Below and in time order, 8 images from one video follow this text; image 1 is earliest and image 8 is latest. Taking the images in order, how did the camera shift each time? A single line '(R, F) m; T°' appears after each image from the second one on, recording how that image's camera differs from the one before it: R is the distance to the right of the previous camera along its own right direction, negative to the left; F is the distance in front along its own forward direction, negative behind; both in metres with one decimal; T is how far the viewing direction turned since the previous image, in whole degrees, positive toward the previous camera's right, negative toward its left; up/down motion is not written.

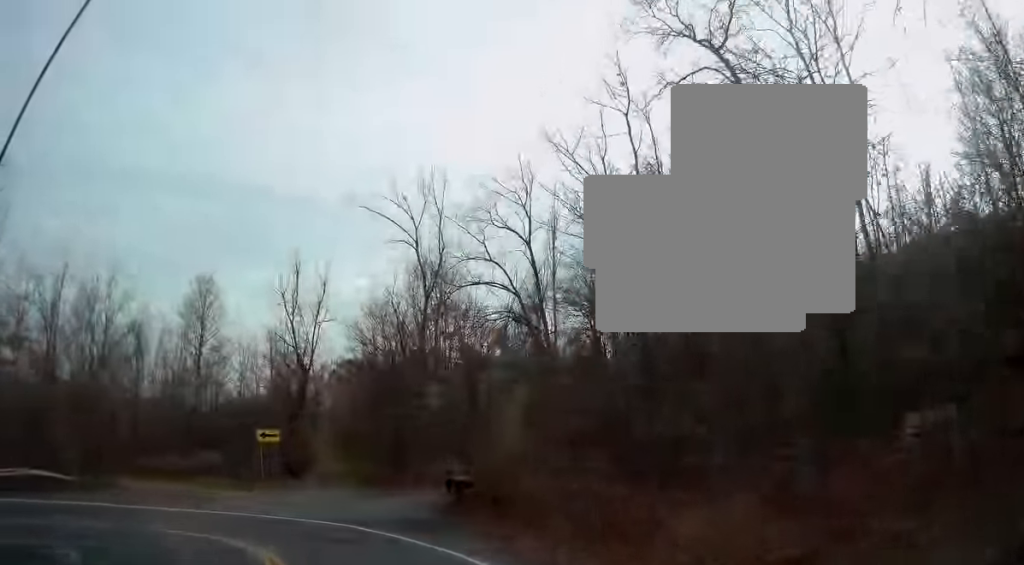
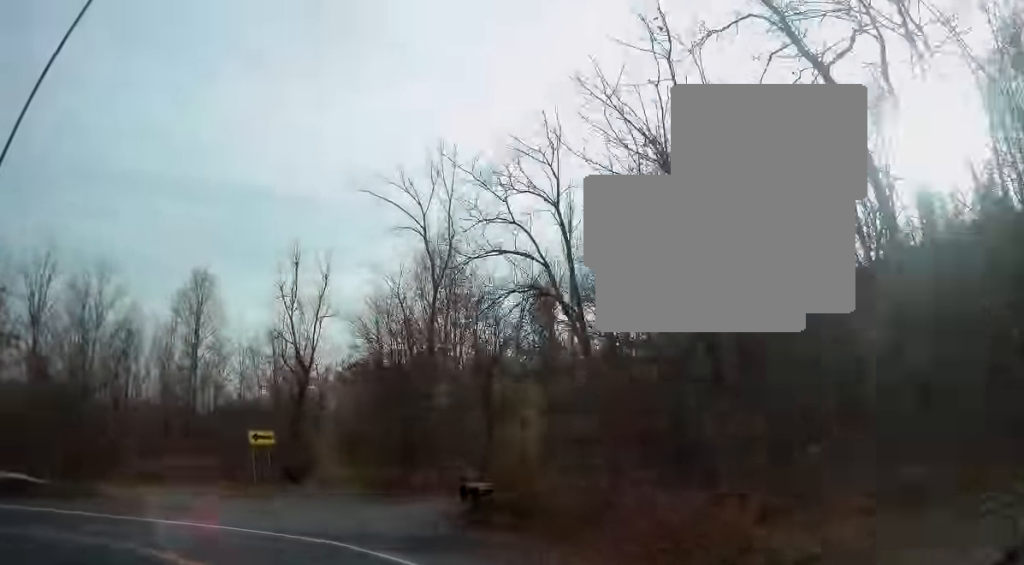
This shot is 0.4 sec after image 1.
(0.0, +3.6) m; 0°
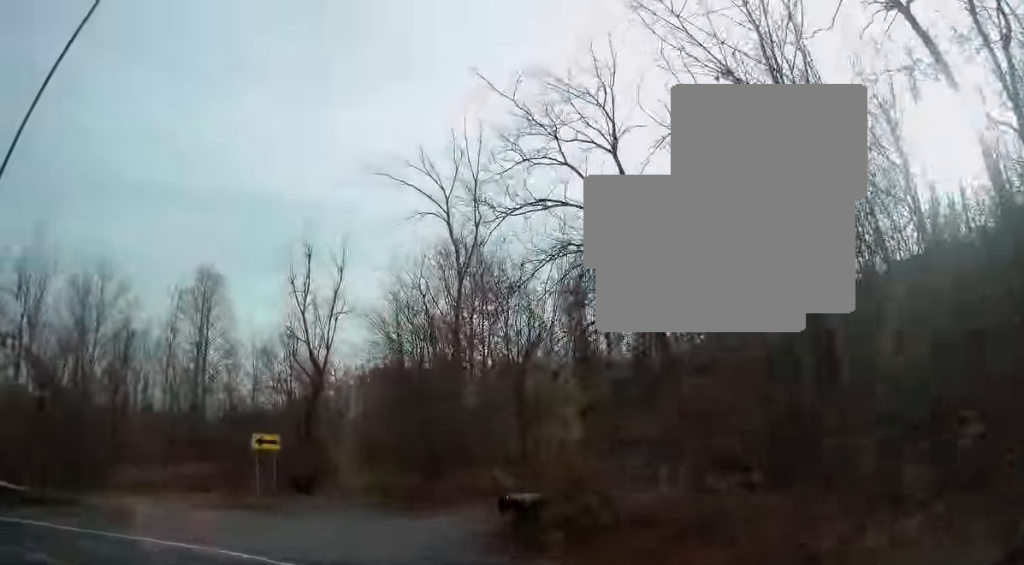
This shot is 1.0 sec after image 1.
(0.0, +3.7) m; -2°
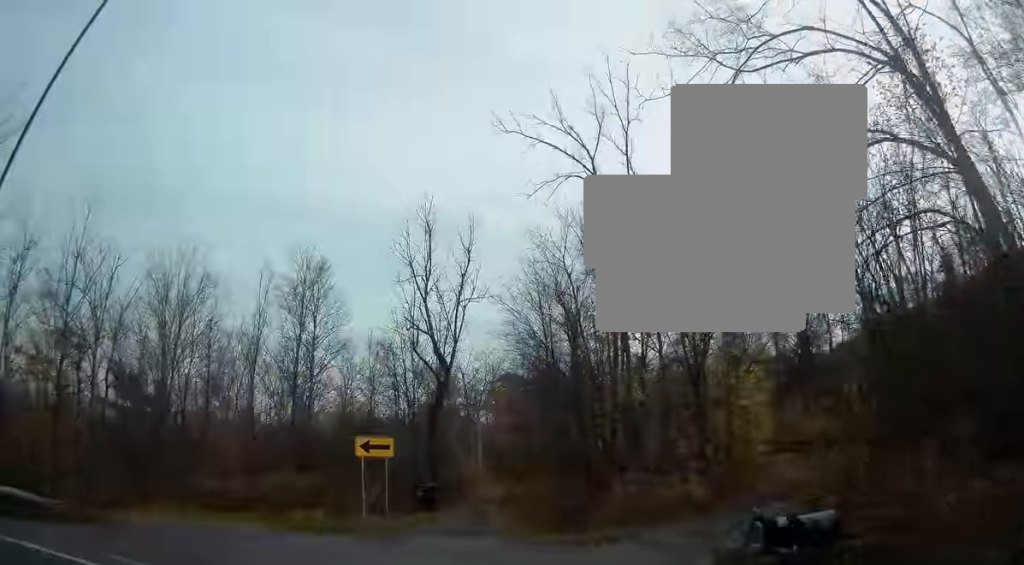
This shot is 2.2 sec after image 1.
(-0.3, +7.0) m; -12°
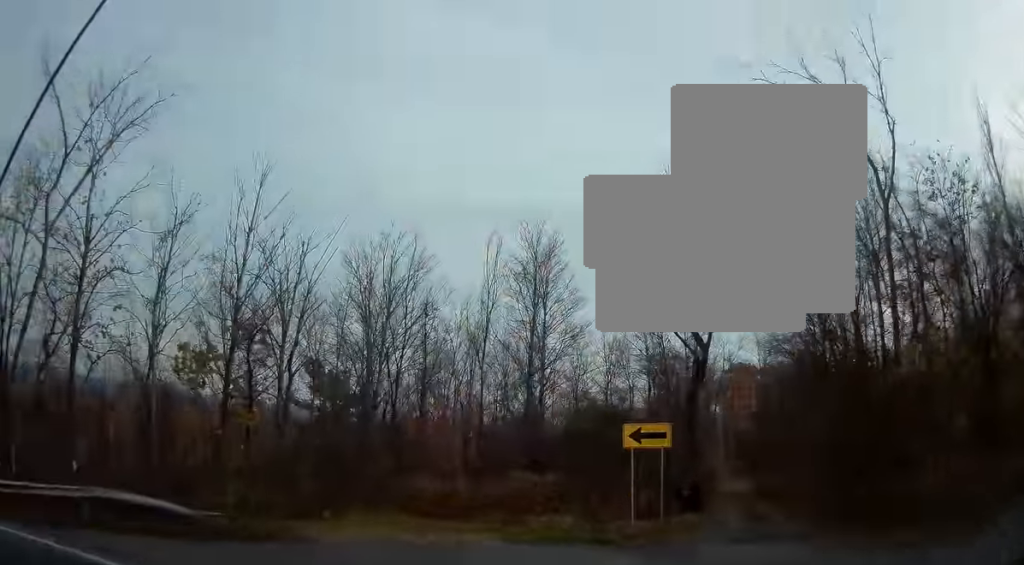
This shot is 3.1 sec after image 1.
(-0.7, +4.2) m; -27°
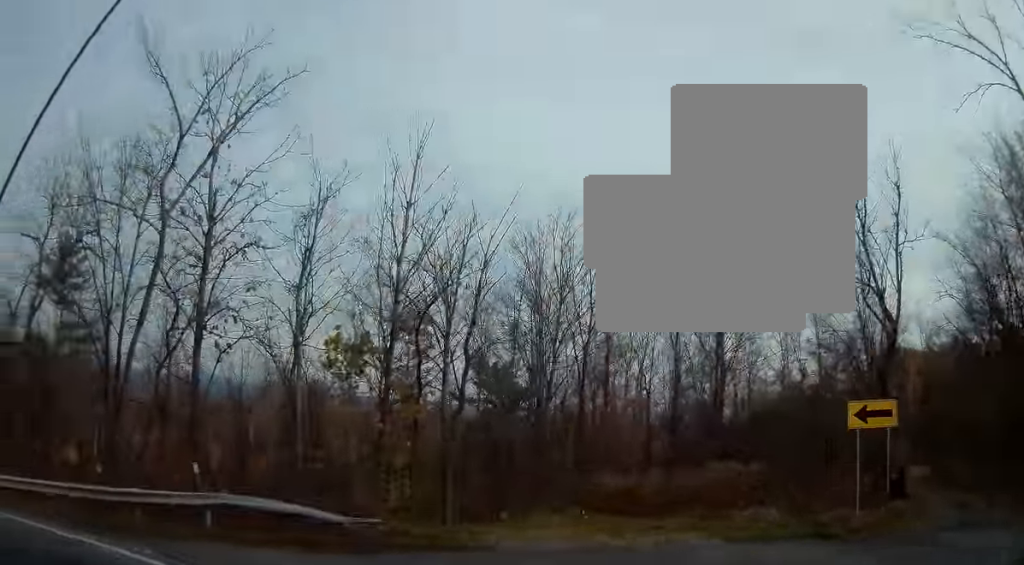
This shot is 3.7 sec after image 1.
(-0.2, +2.1) m; -19°
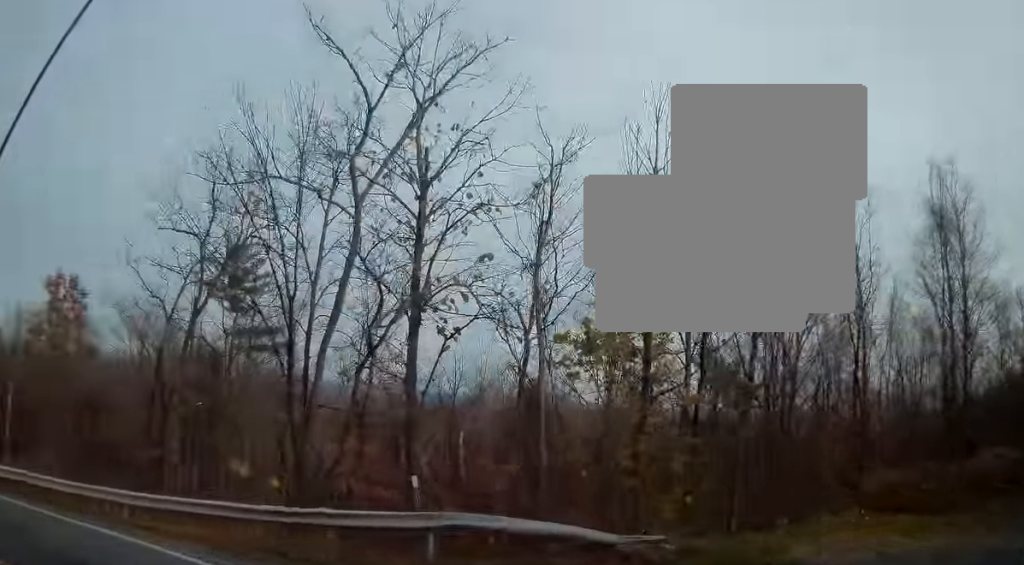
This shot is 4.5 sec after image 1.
(-0.9, +3.0) m; -22°
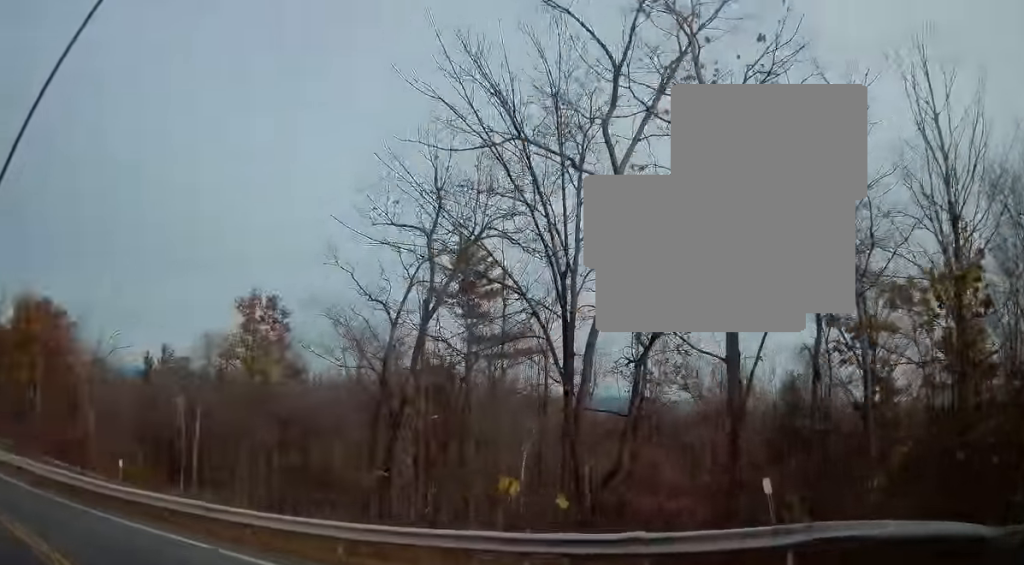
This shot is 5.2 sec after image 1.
(-0.4, +3.1) m; -16°
